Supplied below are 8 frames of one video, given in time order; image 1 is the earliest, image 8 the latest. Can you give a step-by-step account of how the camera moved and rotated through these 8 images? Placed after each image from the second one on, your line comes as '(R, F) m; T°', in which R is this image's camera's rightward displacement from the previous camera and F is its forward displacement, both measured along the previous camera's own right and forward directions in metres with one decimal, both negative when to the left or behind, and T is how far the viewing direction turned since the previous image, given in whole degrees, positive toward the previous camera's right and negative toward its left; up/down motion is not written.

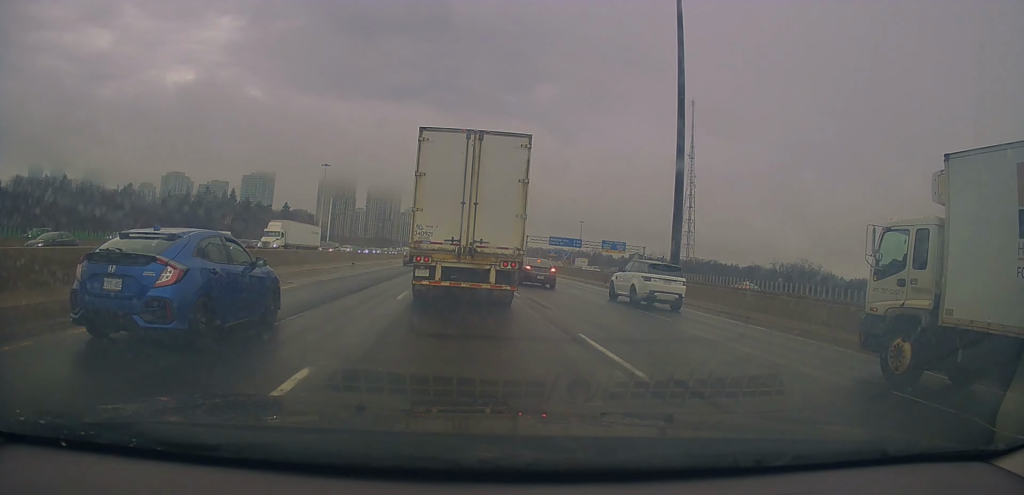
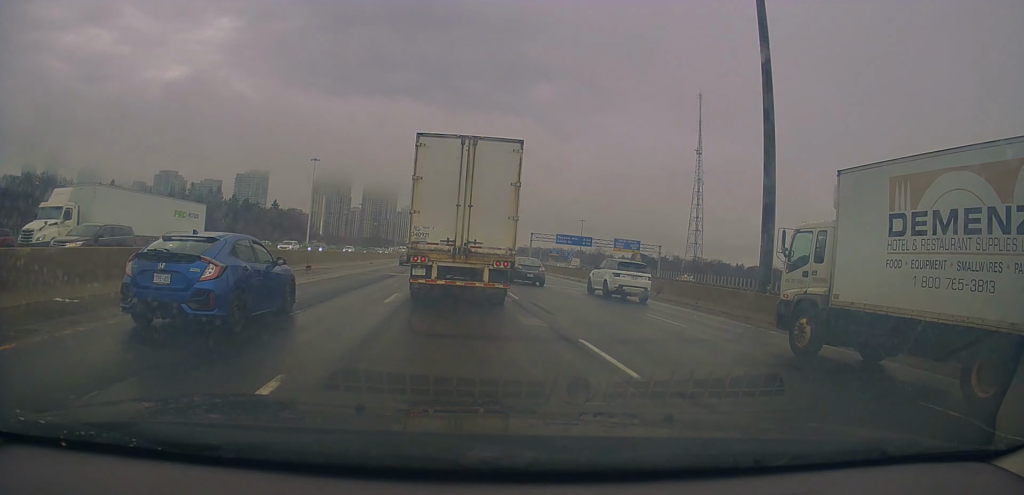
(0.0, +13.0) m; -3°
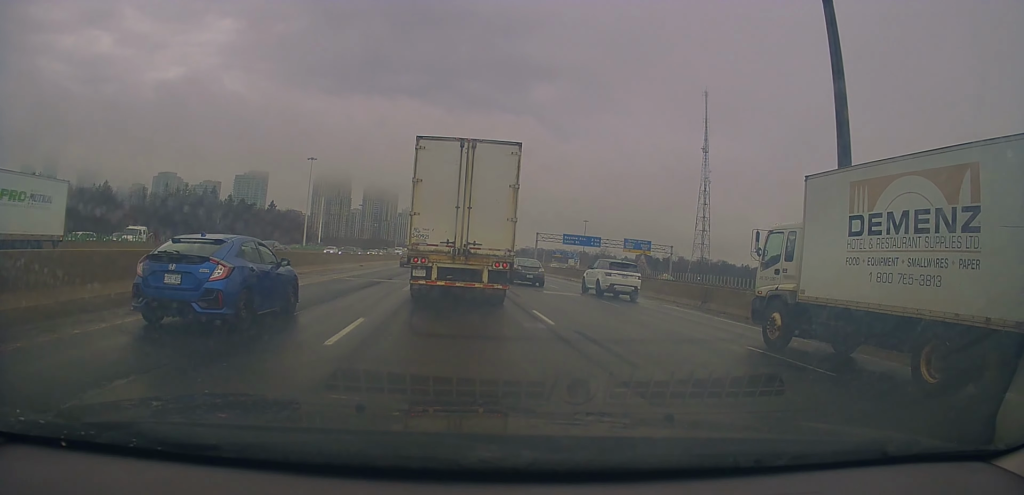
(-0.2, +6.2) m; -1°
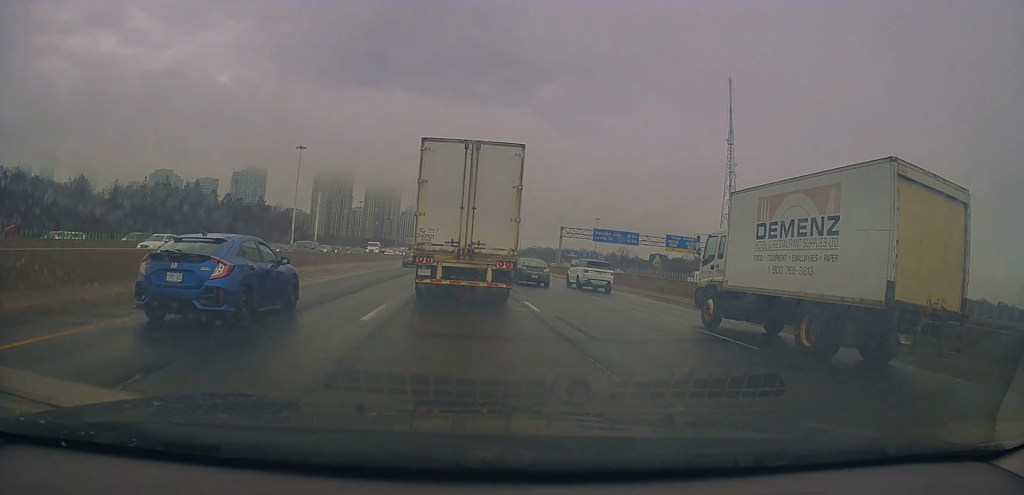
(-0.5, +21.3) m; -1°
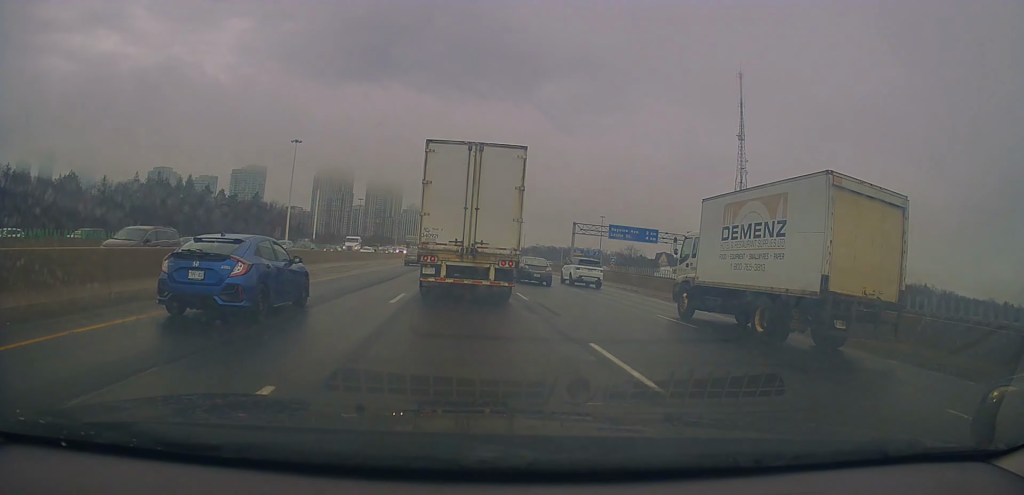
(0.0, +8.7) m; 0°
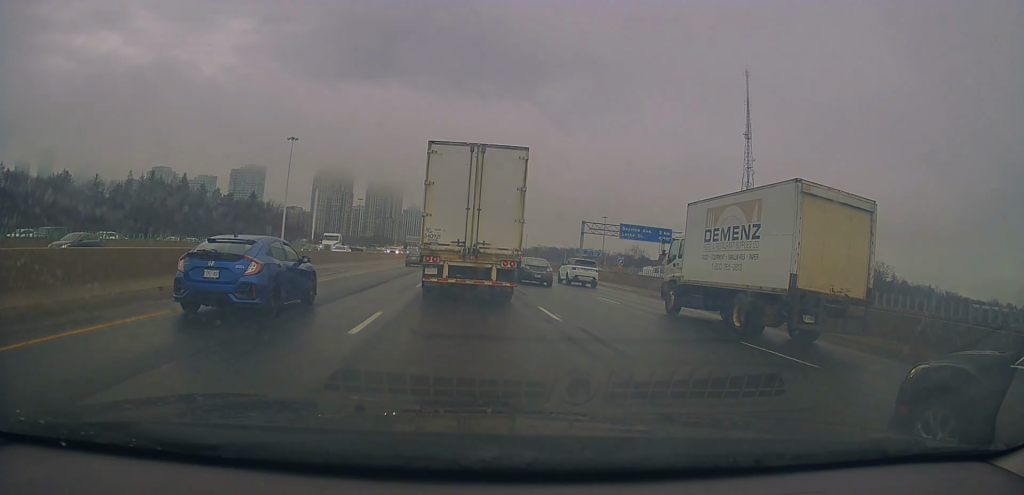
(+0.1, +5.2) m; 0°
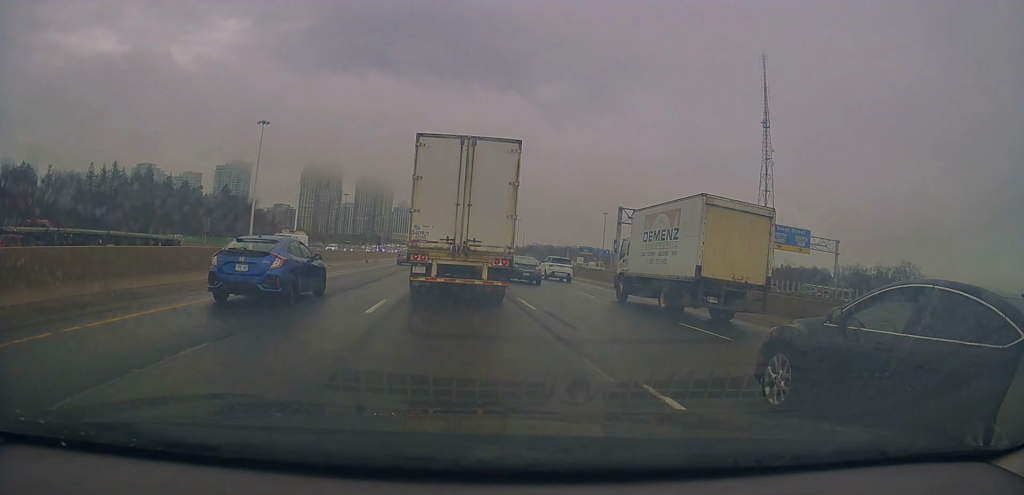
(+0.9, +20.8) m; +2°
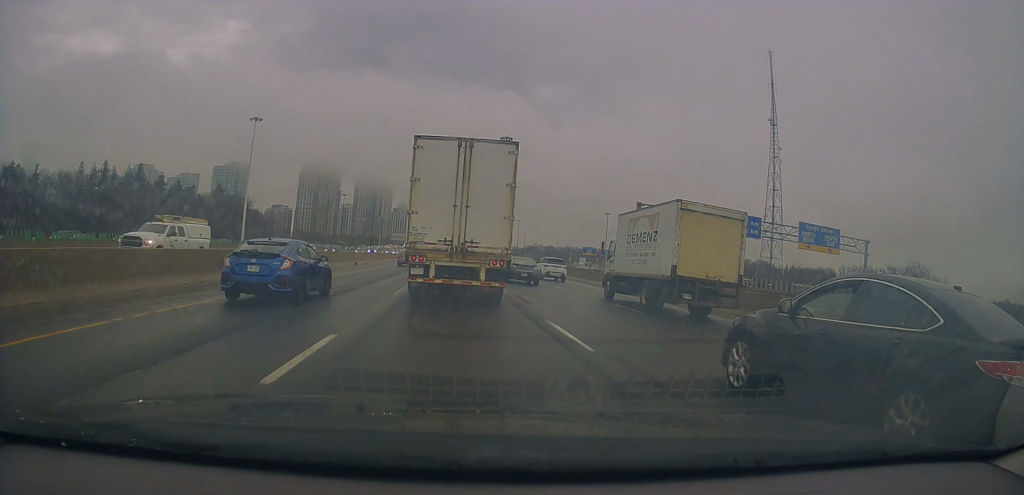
(-0.2, +6.3) m; 0°
